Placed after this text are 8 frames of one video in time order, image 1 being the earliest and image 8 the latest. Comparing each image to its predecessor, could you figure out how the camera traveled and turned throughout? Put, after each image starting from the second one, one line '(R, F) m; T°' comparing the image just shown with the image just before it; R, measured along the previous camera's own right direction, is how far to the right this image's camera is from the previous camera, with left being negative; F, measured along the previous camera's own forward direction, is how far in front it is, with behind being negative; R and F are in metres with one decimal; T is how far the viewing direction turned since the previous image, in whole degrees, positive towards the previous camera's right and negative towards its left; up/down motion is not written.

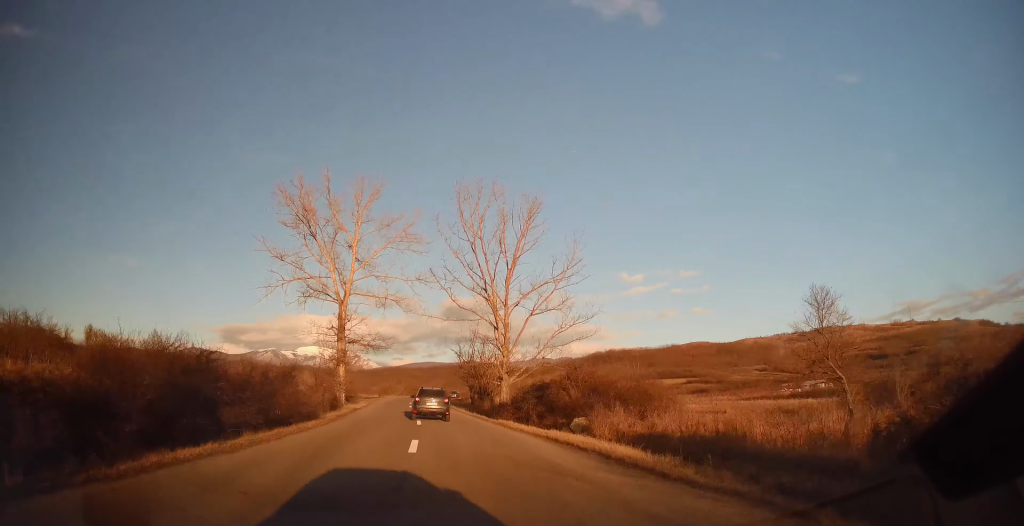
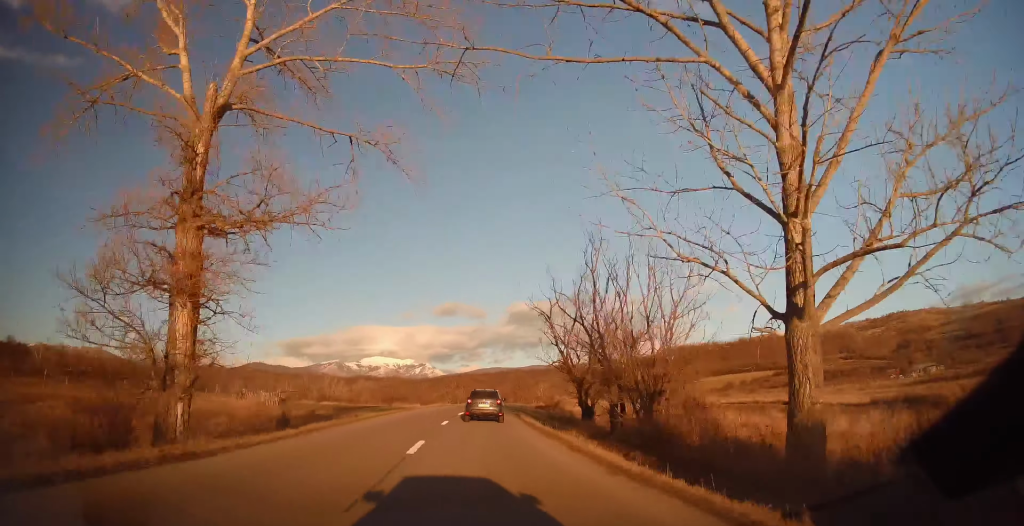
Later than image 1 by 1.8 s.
(-2.1, +33.0) m; -4°
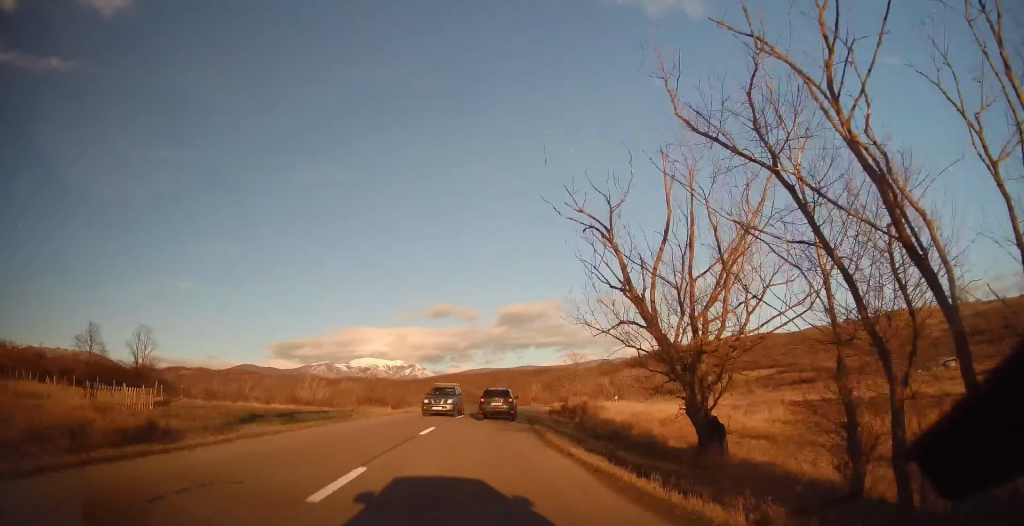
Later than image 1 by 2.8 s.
(+0.1, +16.9) m; 0°
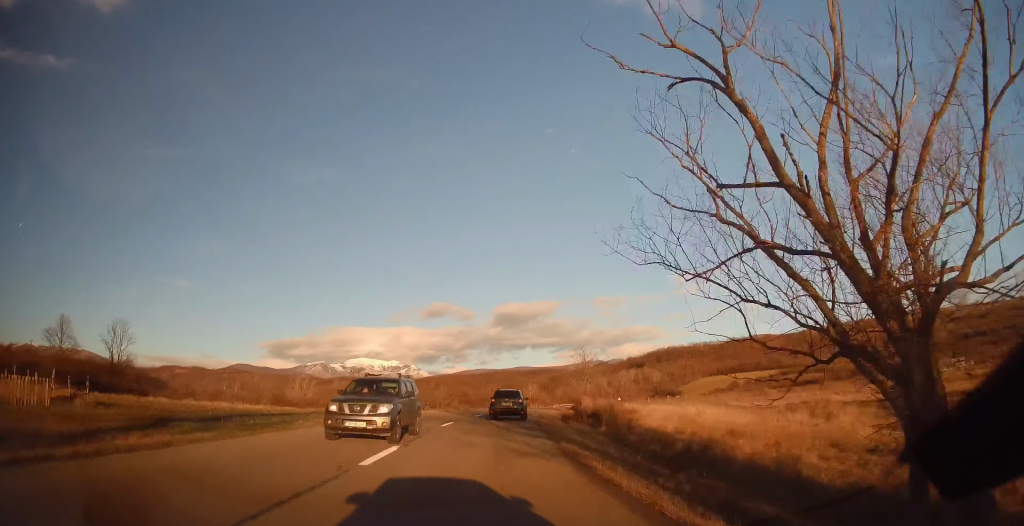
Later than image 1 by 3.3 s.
(0.0, +8.0) m; +1°
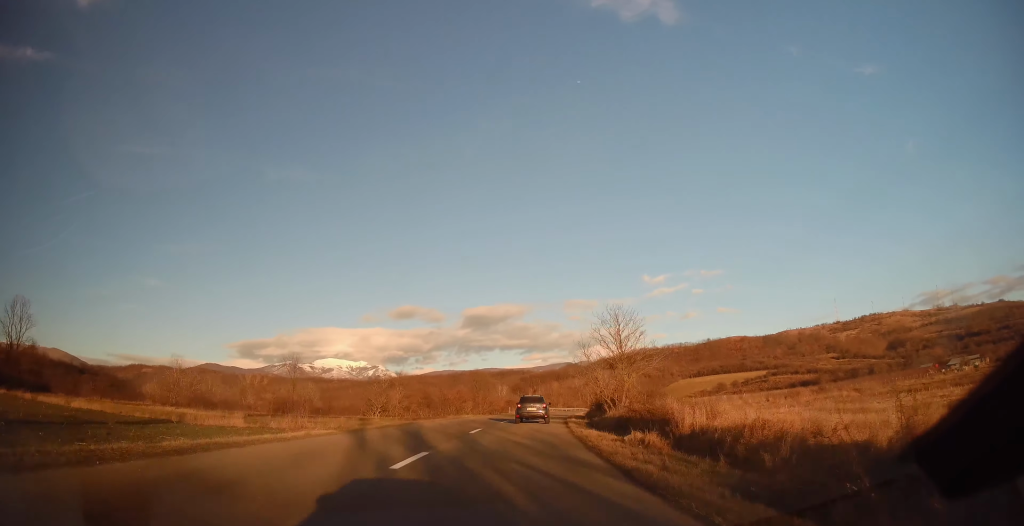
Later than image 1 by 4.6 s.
(+0.7, +23.4) m; +5°
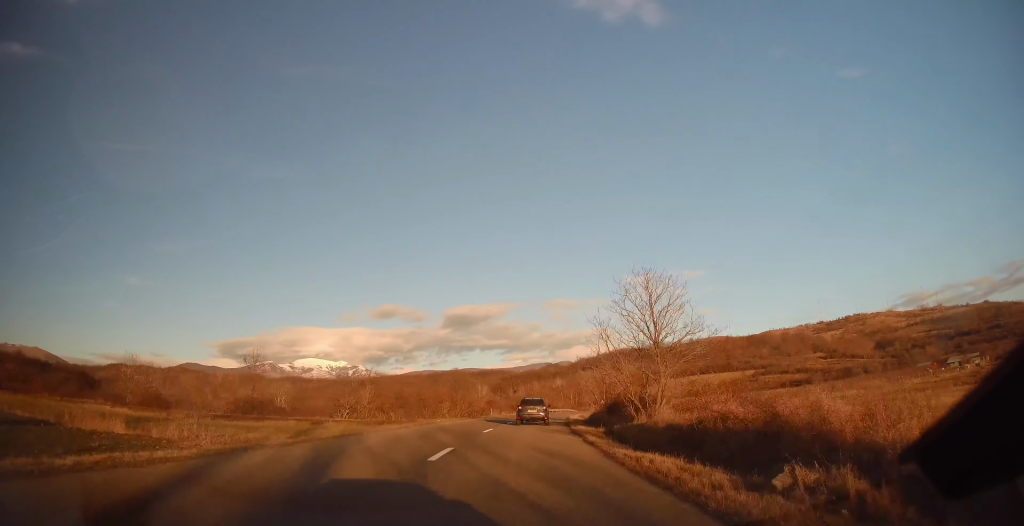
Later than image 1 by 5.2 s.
(+0.2, +9.2) m; +2°
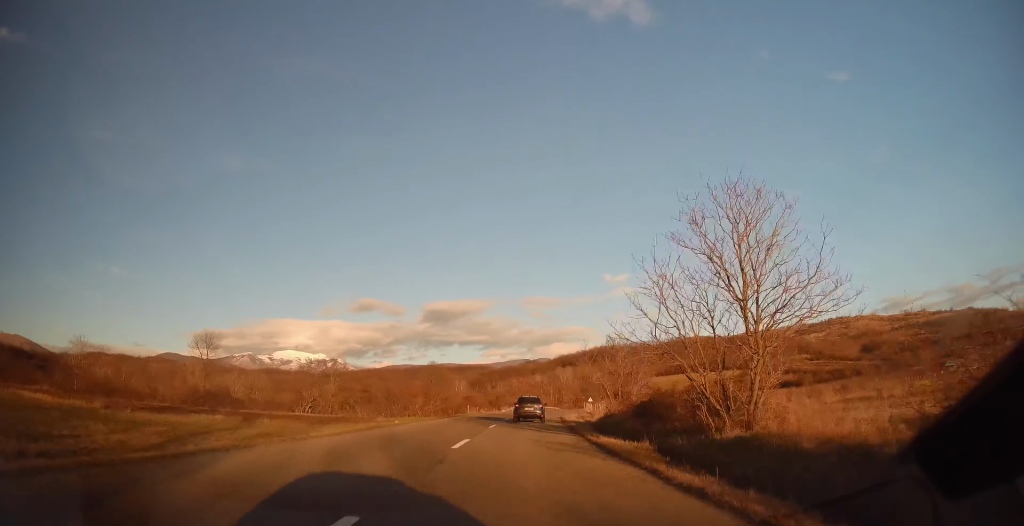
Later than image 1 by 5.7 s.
(+0.2, +9.3) m; +2°
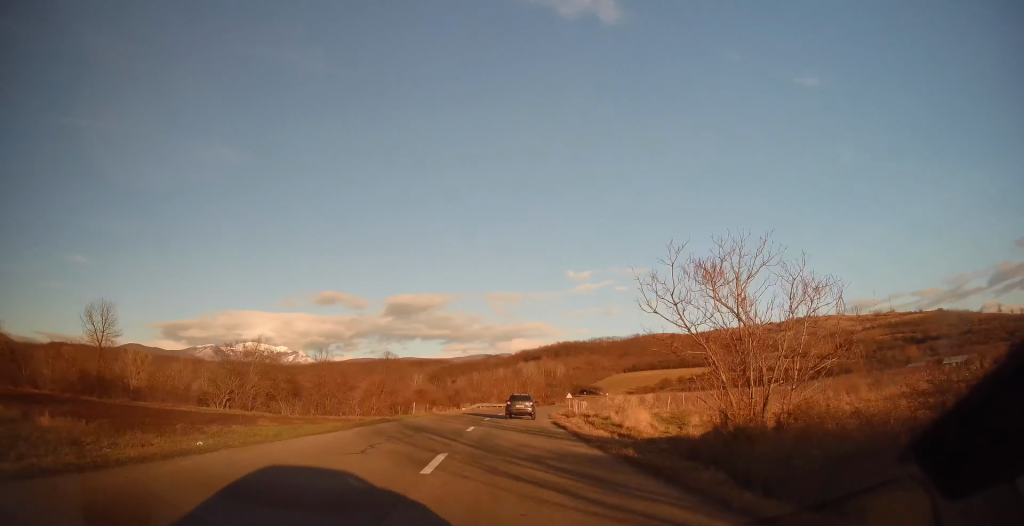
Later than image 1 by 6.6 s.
(+0.6, +16.5) m; +4°
